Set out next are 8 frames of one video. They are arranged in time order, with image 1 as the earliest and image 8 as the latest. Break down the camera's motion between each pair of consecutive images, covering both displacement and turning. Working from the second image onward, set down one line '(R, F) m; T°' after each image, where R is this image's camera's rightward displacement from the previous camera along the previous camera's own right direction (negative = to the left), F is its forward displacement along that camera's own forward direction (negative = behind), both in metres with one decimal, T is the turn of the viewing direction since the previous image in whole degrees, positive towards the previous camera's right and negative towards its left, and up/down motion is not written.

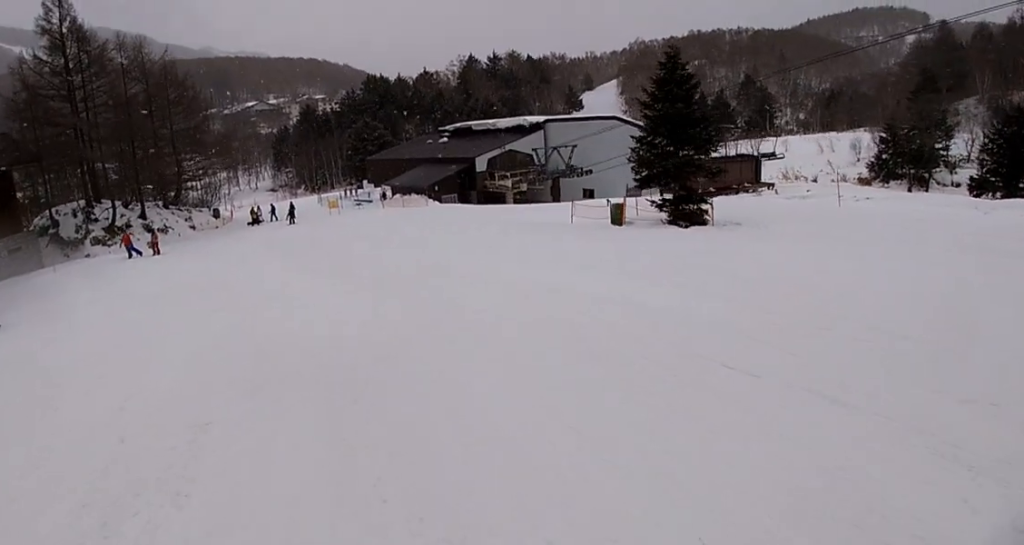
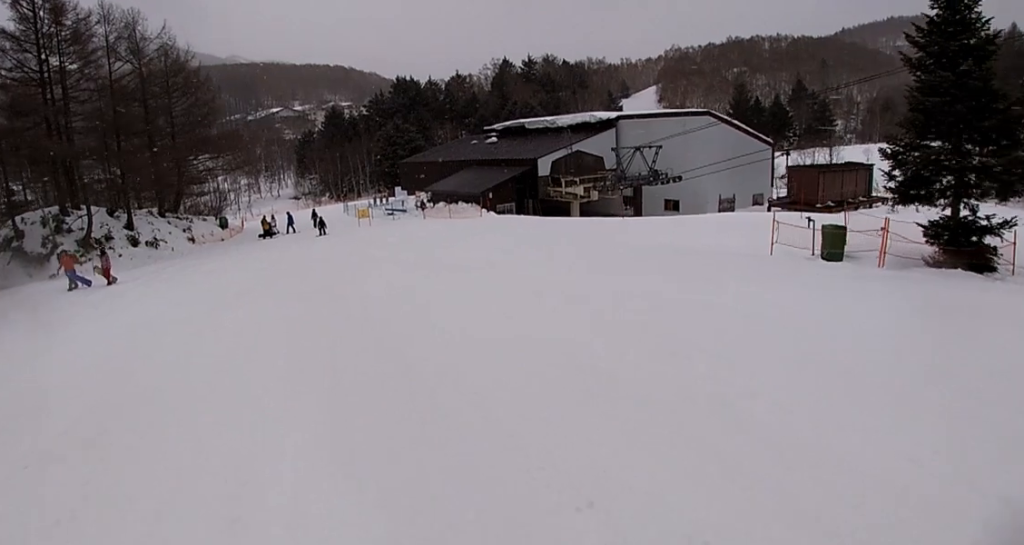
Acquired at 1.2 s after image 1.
(0.0, +10.0) m; 0°
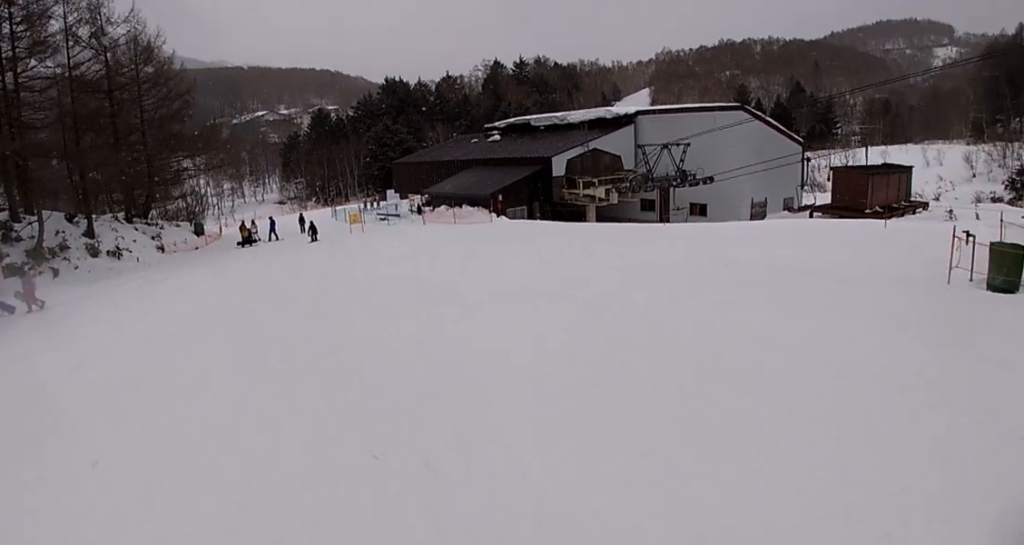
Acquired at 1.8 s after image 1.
(0.0, +5.0) m; 0°
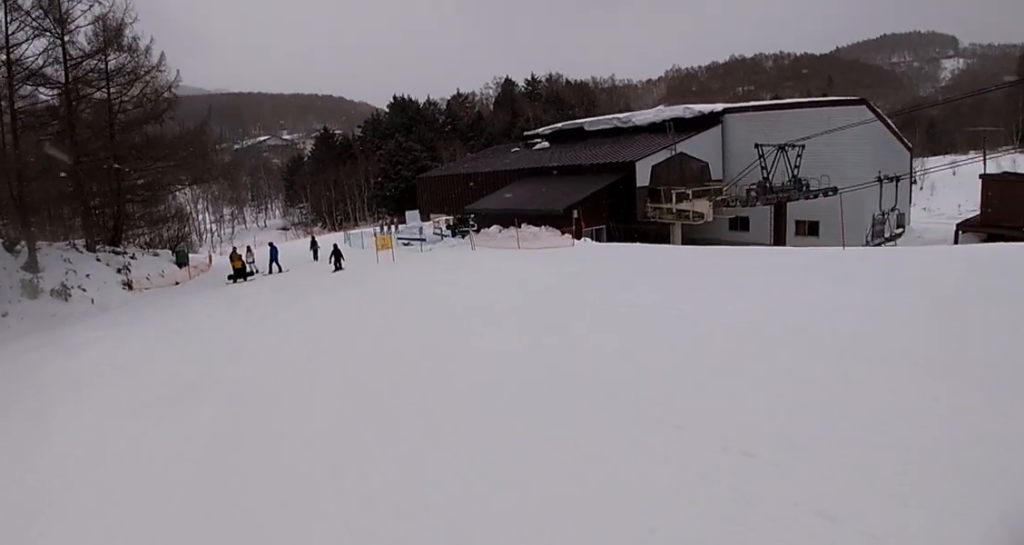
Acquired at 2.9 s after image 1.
(0.0, +9.5) m; 0°
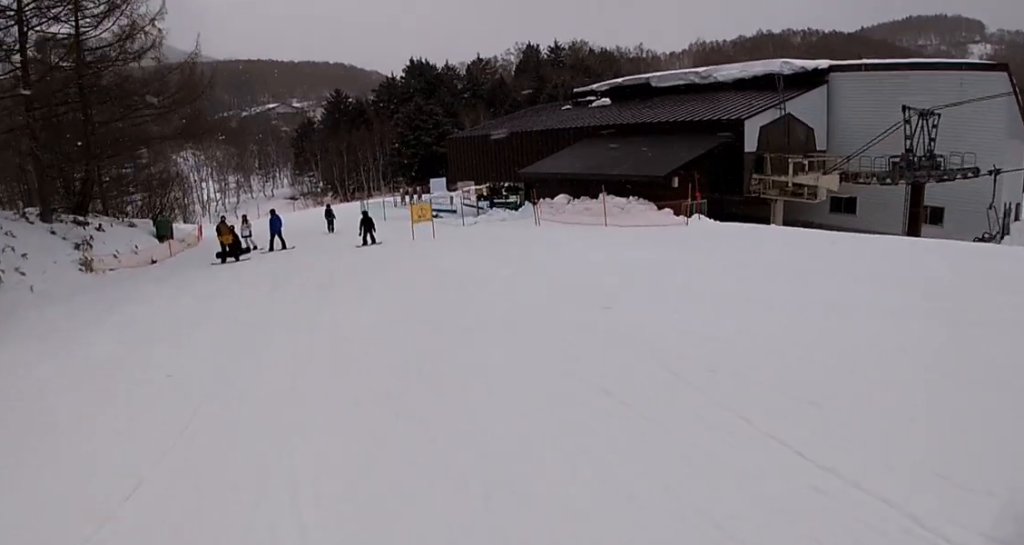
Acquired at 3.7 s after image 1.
(0.0, +6.9) m; 0°
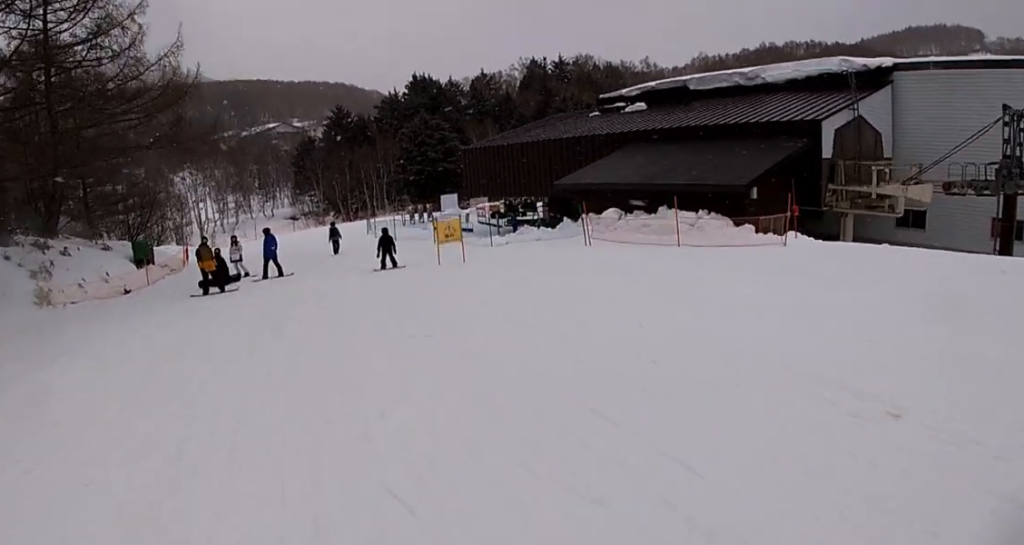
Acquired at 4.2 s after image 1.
(0.0, +4.1) m; 0°
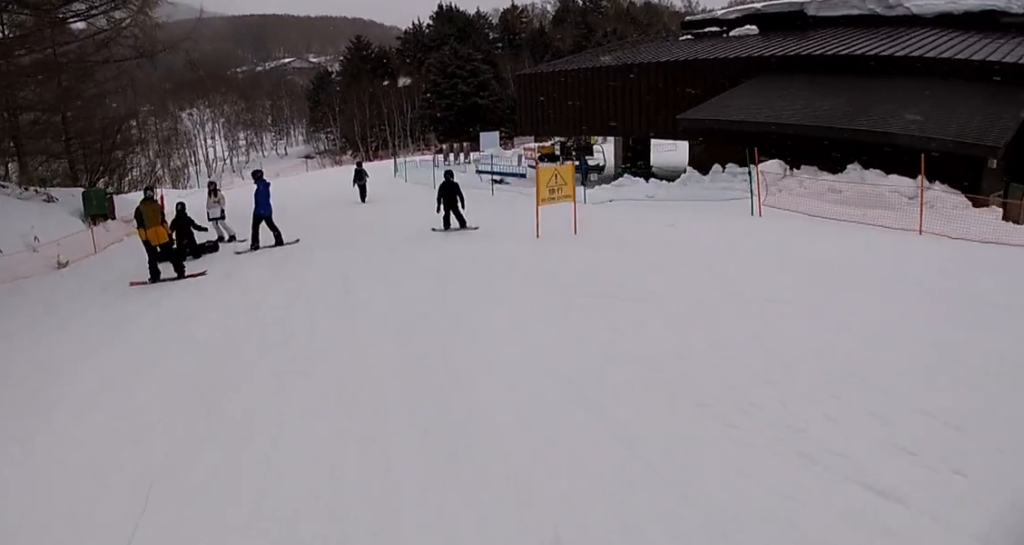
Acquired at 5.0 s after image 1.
(0.0, +7.0) m; 0°
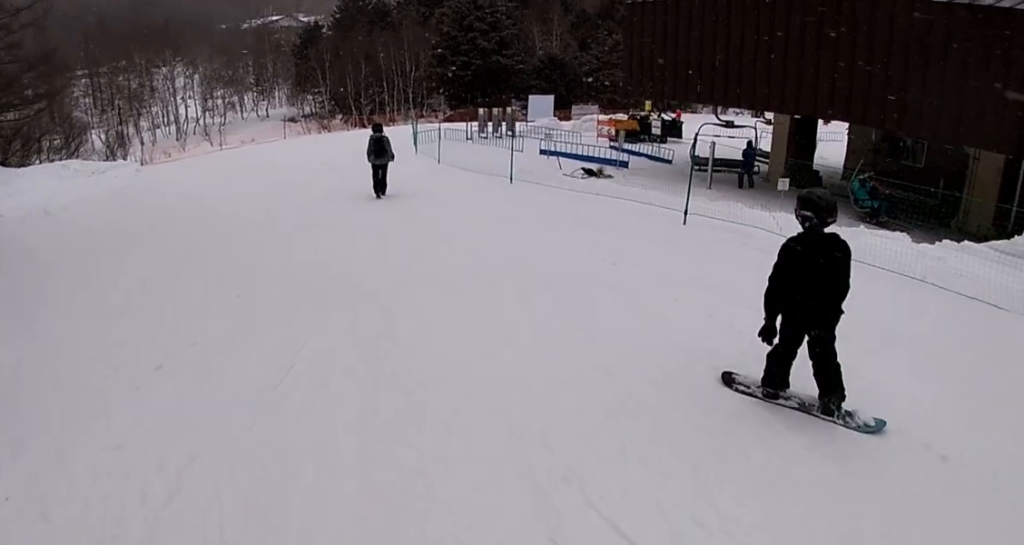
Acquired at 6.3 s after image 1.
(0.0, +11.8) m; 0°
